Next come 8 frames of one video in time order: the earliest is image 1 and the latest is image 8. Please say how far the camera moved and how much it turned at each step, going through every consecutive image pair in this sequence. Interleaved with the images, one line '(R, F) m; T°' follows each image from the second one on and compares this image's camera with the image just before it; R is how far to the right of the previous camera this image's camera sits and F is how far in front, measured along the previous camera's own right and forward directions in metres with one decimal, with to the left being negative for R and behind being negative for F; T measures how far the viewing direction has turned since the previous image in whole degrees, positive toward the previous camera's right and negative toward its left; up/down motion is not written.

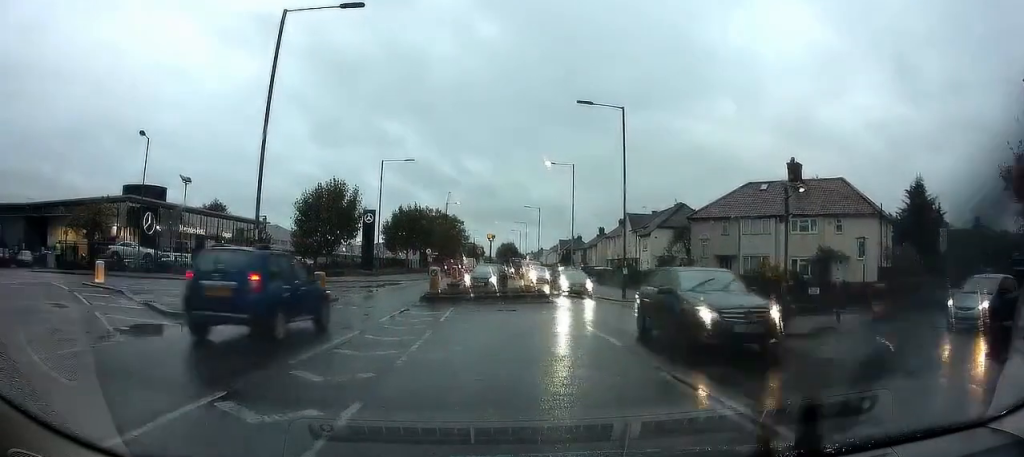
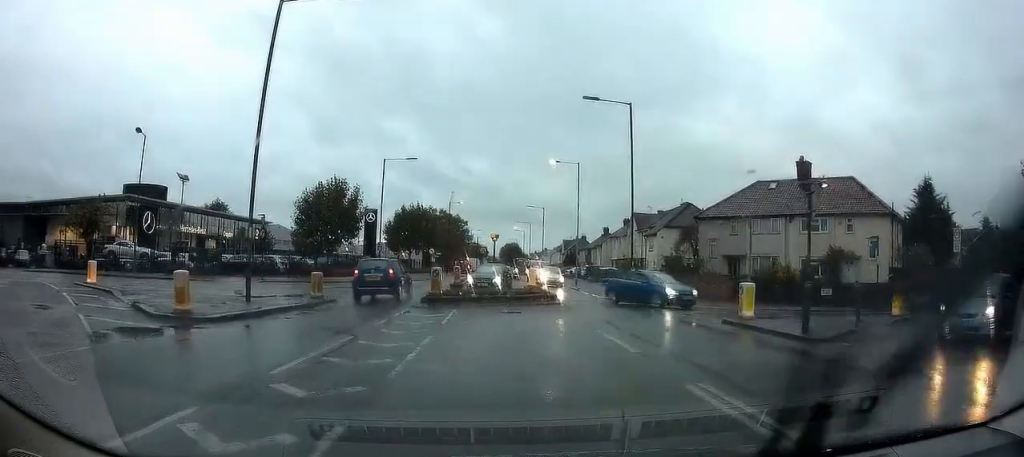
(0.0, +0.2) m; 0°
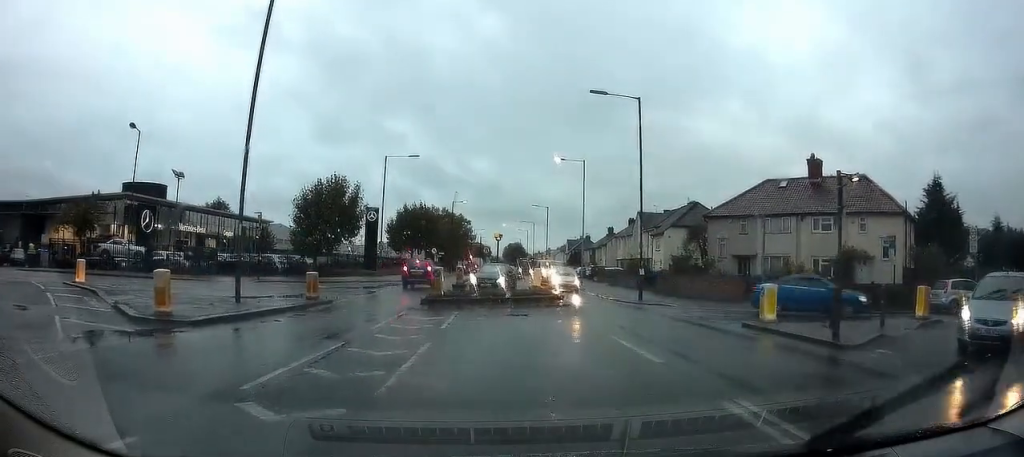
(0.0, +0.2) m; 0°
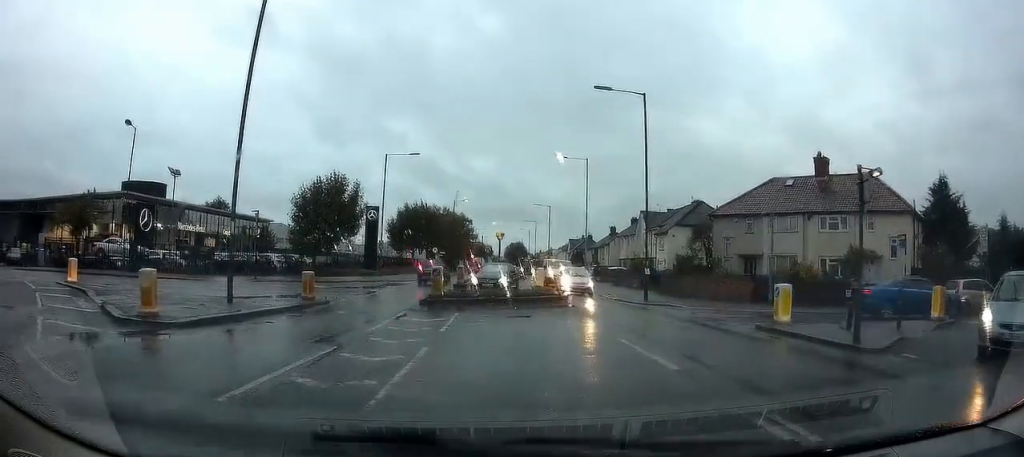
(0.0, 0.0) m; 0°
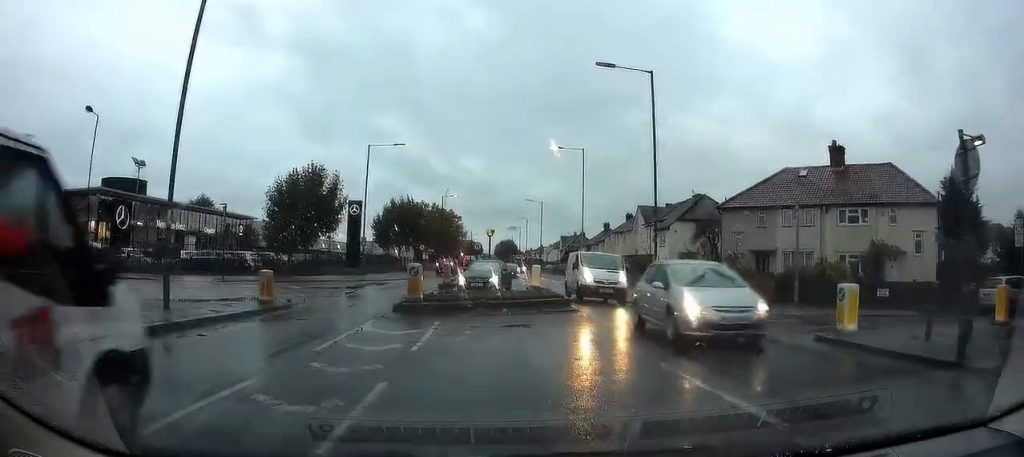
(+0.1, +2.1) m; +2°
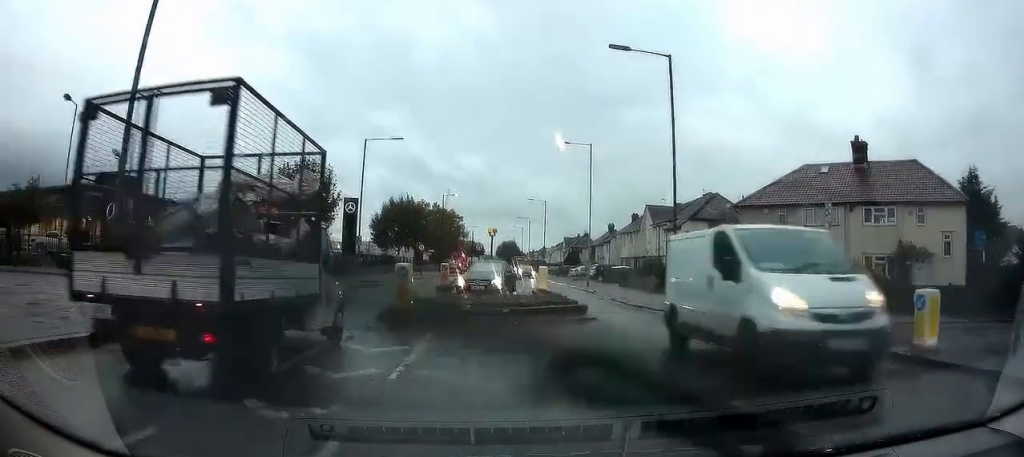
(+0.1, +2.2) m; +1°
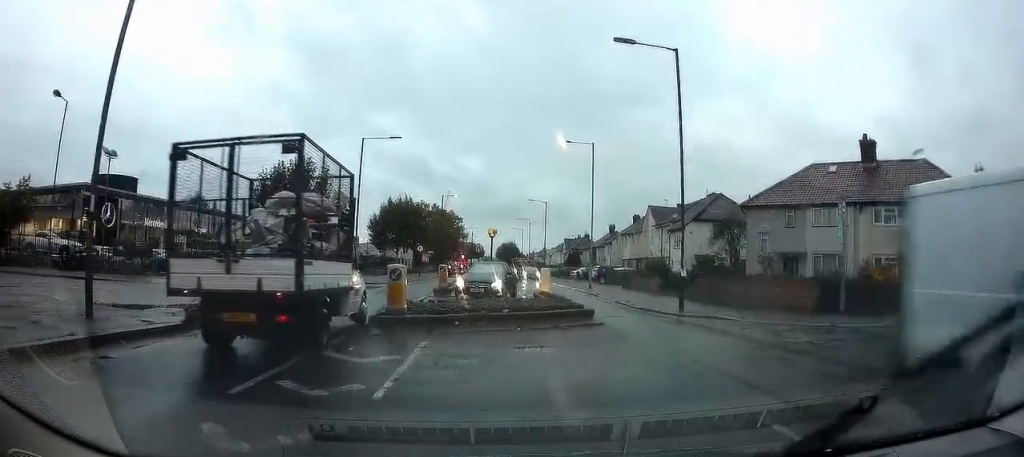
(0.0, +0.9) m; -1°
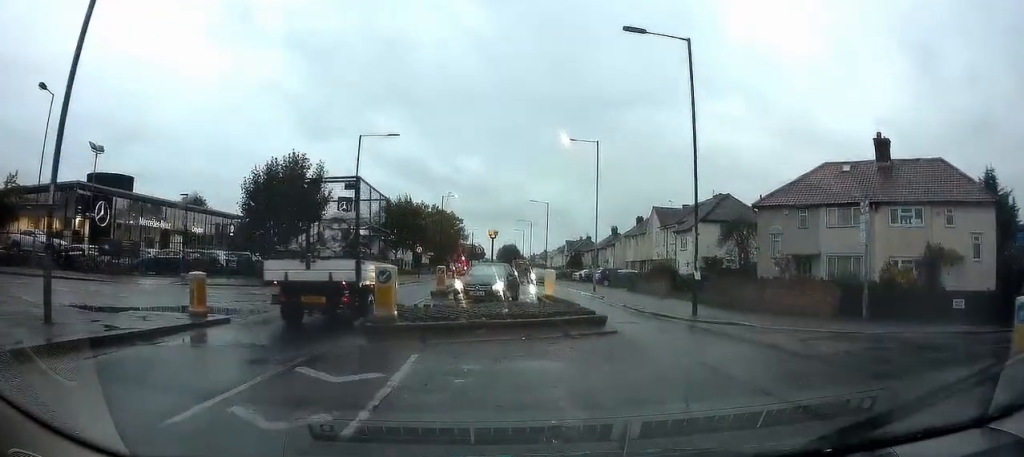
(0.0, +1.5) m; -1°
